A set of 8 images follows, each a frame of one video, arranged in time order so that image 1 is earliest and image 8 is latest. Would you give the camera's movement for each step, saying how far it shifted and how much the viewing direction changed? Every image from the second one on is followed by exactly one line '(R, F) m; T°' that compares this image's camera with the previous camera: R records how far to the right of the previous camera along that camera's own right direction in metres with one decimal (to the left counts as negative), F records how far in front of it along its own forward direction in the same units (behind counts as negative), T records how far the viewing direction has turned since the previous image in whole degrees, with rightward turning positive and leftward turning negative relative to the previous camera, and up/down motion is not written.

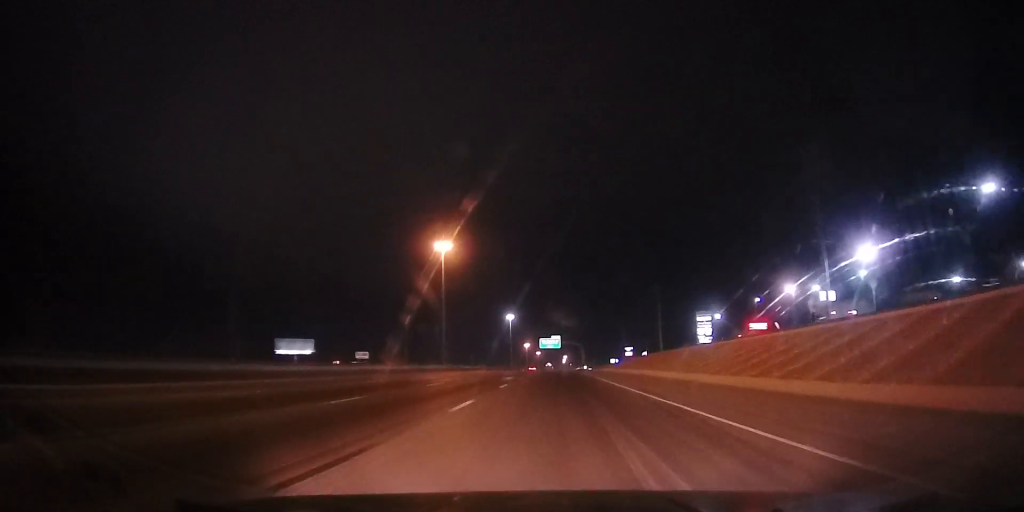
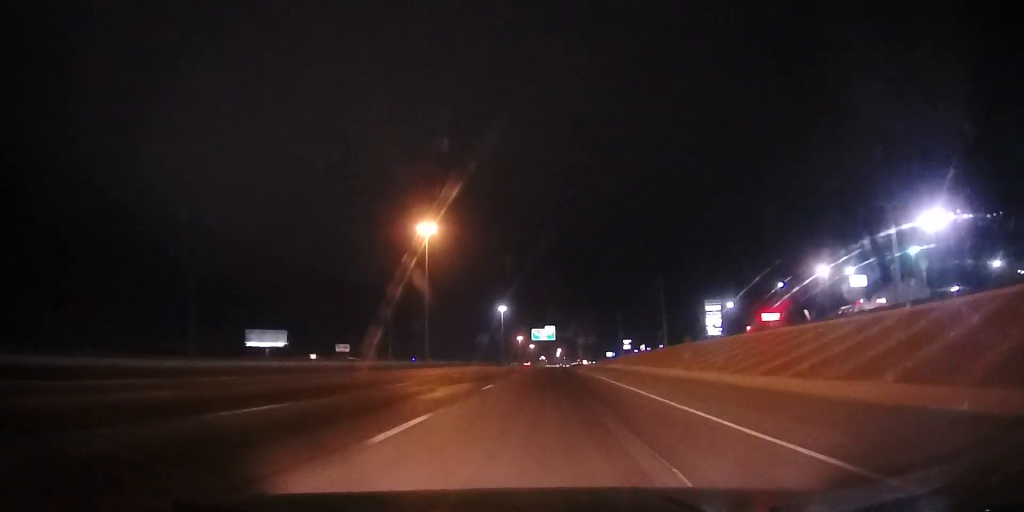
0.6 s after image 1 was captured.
(+0.1, +17.7) m; 0°
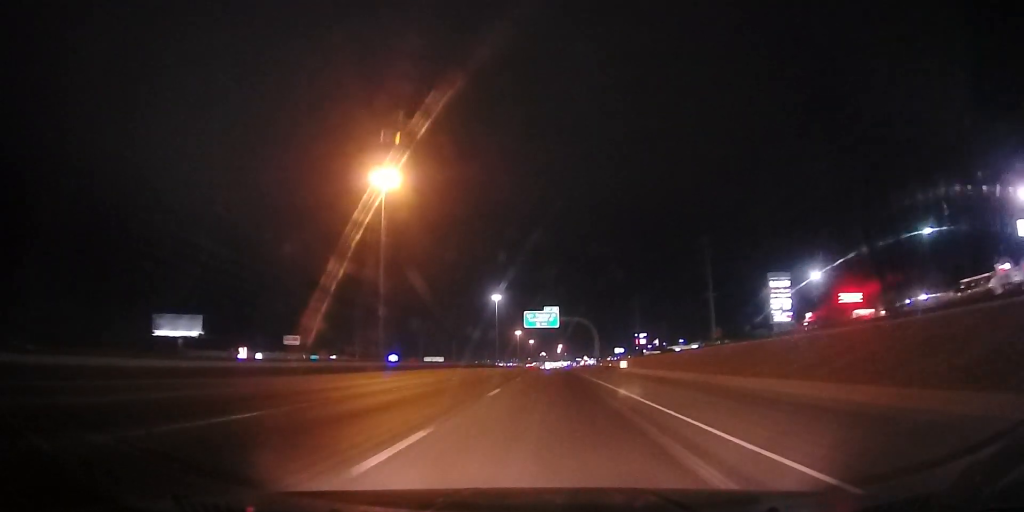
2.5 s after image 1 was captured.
(0.0, +50.6) m; 0°
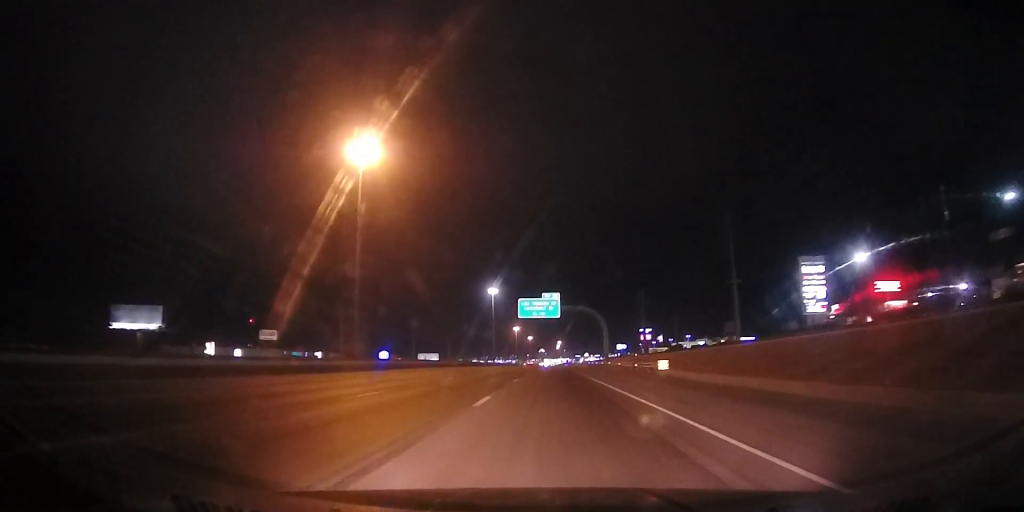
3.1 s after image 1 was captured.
(0.0, +16.9) m; 0°
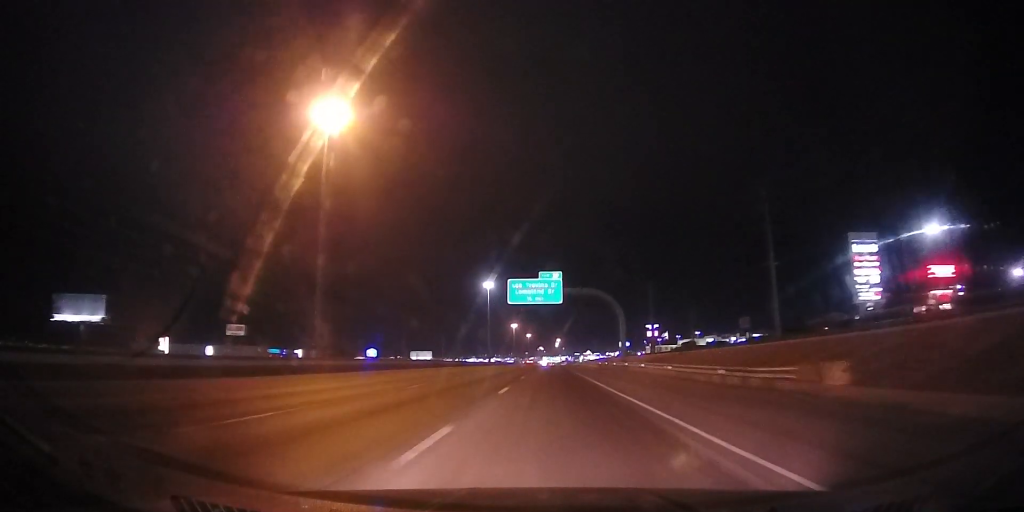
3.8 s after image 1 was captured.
(0.0, +19.8) m; 0°
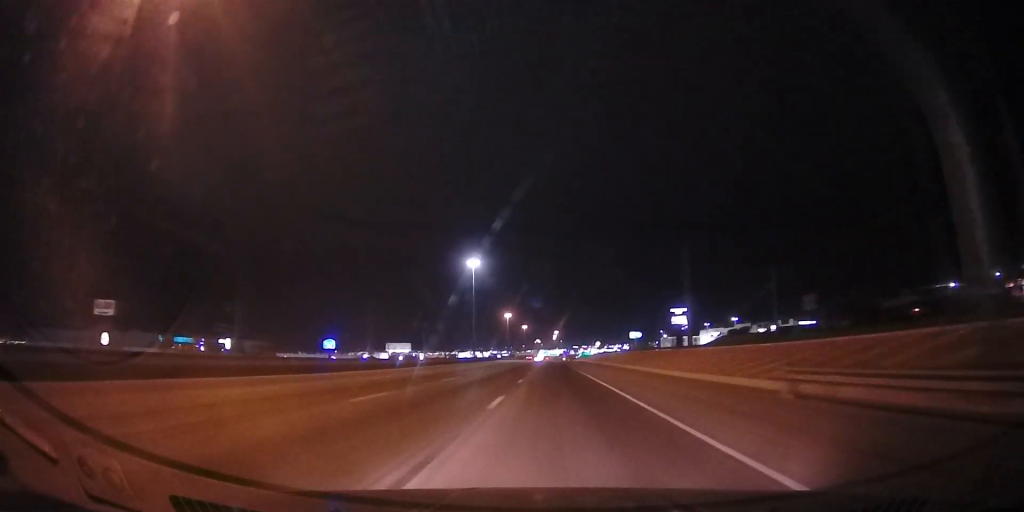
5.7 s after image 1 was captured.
(+0.4, +55.5) m; 0°
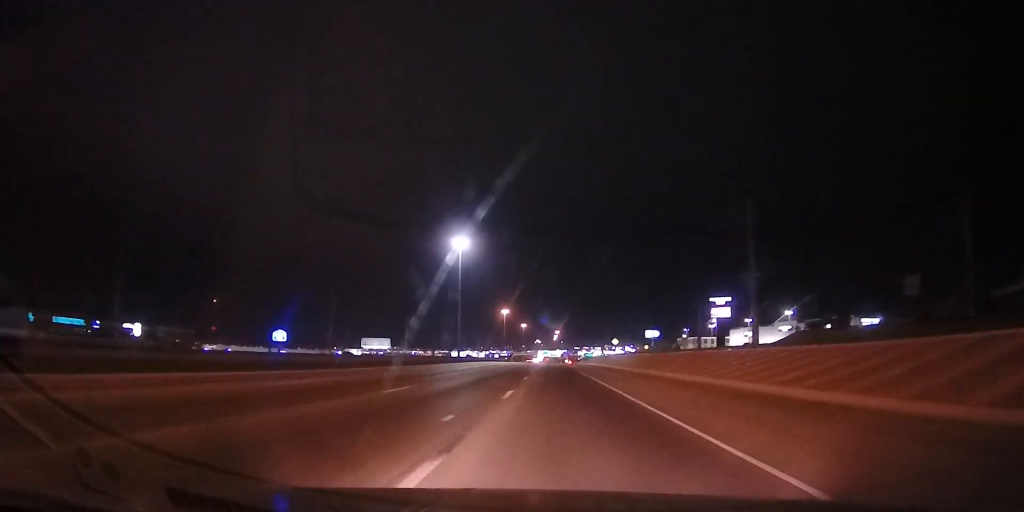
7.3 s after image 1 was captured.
(-0.5, +46.9) m; 0°
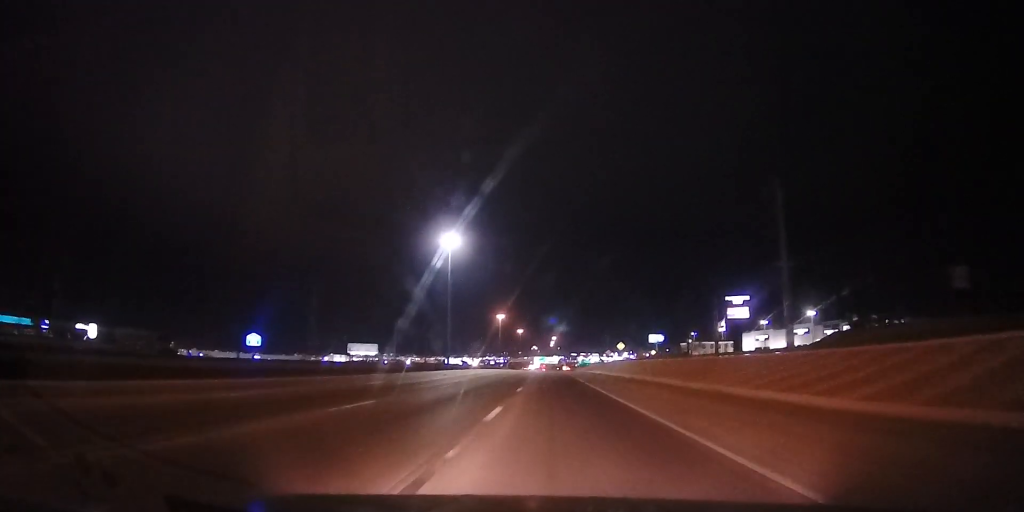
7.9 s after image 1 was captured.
(0.0, +16.1) m; 0°
